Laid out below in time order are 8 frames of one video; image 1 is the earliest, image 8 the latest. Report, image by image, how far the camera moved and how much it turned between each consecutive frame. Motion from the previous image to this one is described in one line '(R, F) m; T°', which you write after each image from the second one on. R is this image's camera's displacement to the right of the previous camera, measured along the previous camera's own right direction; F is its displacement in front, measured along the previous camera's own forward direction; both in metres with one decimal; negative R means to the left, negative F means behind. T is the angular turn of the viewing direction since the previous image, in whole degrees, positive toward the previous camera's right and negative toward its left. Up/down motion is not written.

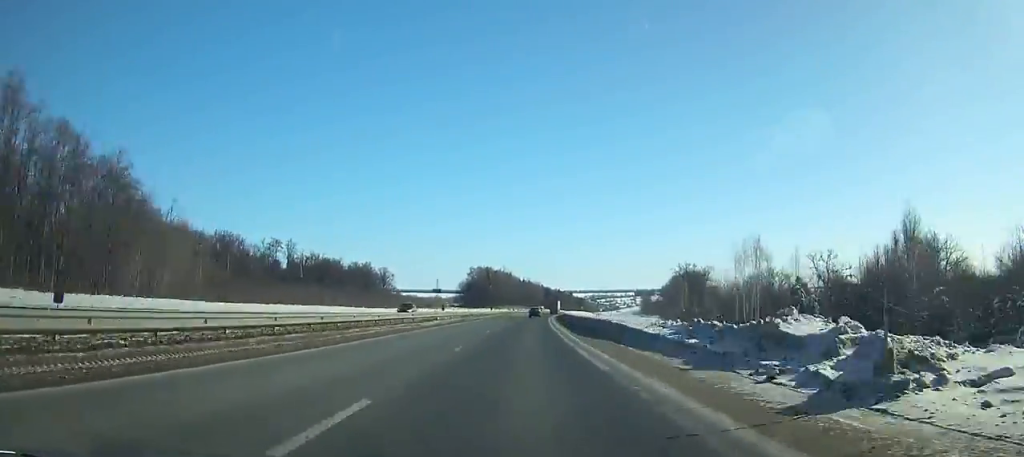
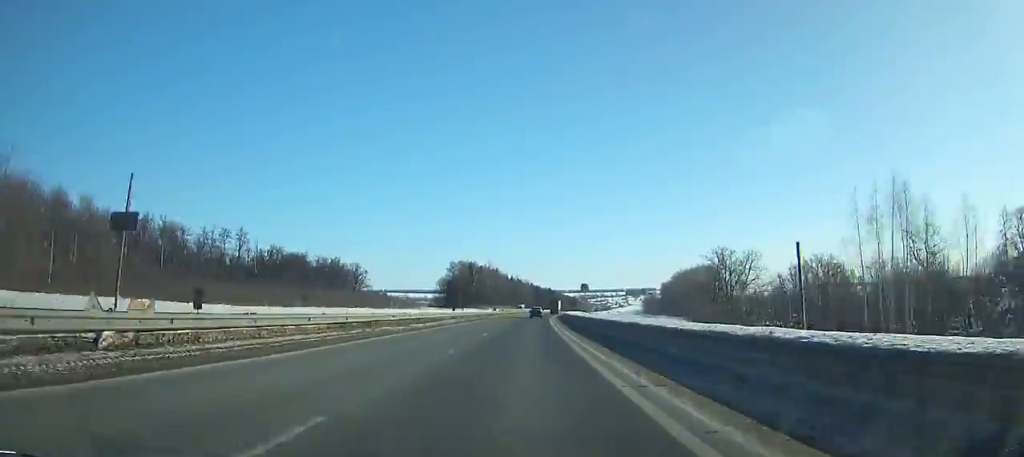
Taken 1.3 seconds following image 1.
(+0.5, +36.8) m; +1°
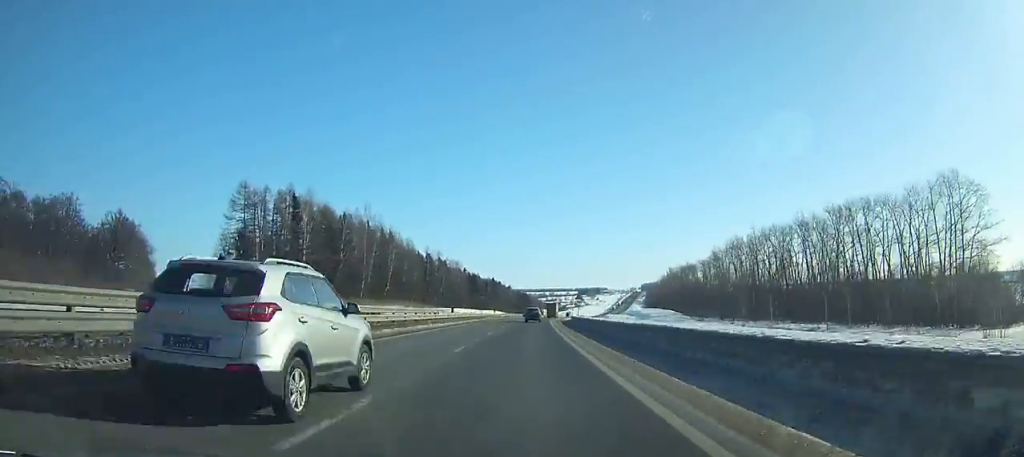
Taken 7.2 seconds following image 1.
(+8.2, +164.3) m; +6°
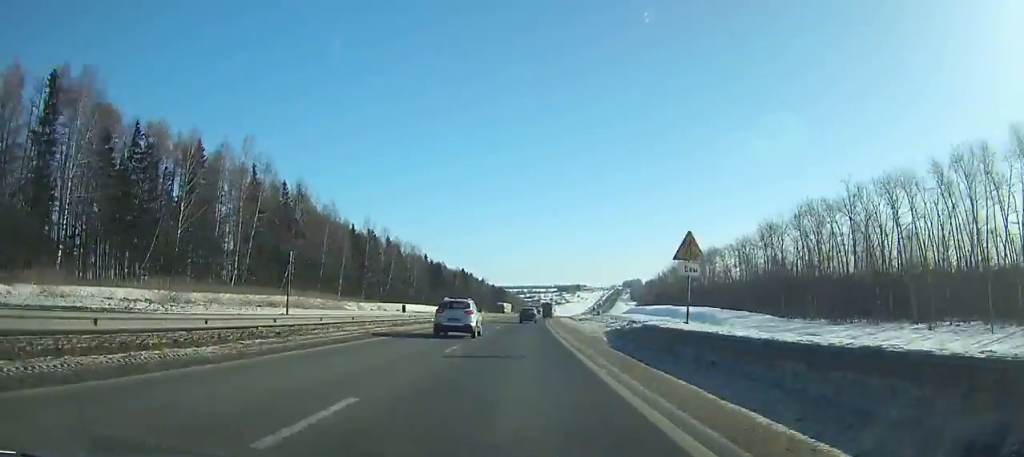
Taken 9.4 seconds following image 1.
(+1.0, +60.1) m; +2°
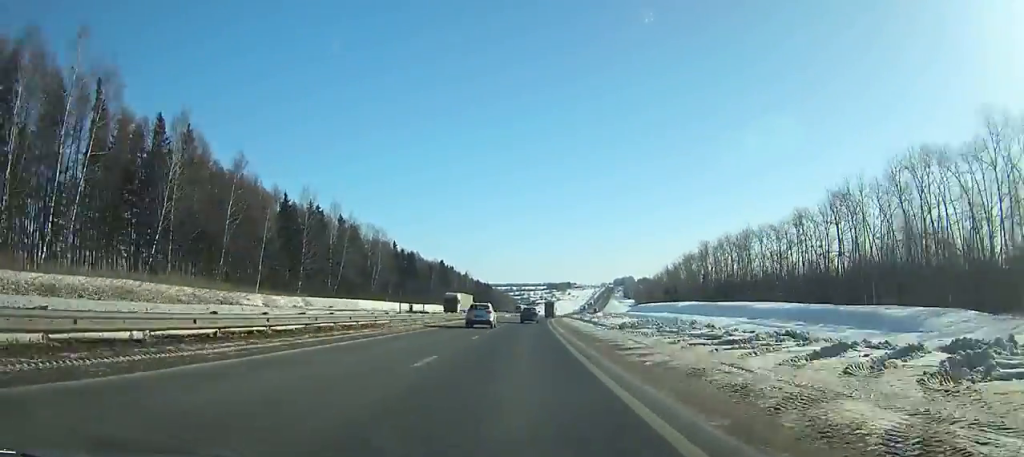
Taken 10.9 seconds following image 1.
(+0.4, +40.7) m; +1°
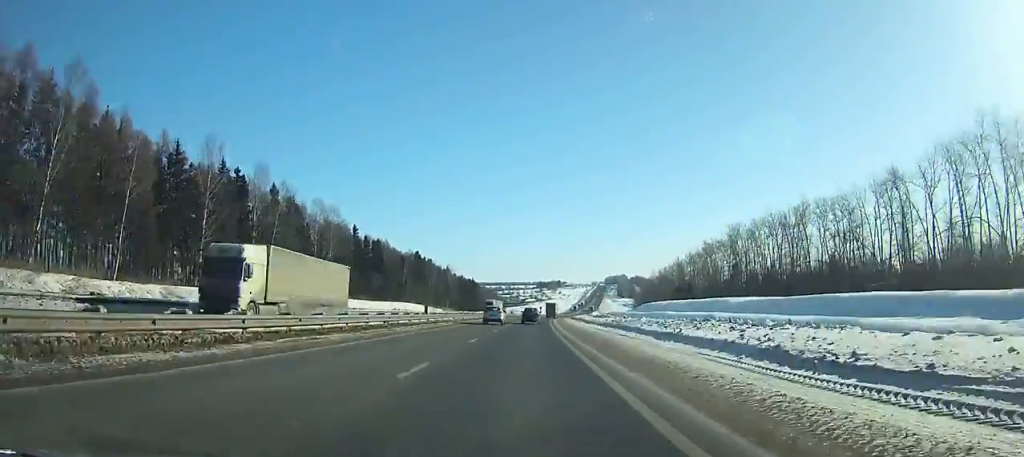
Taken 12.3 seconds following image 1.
(+0.5, +37.7) m; +1°
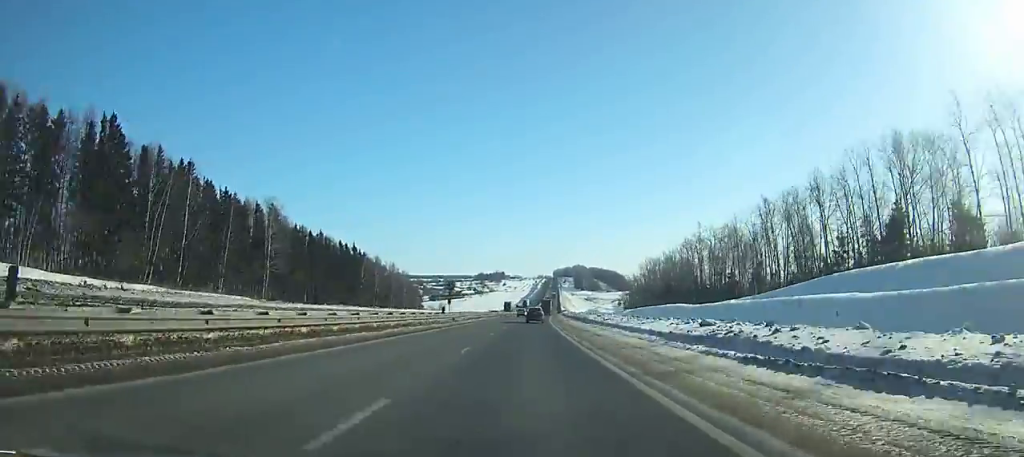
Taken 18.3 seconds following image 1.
(+7.6, +161.1) m; +6°
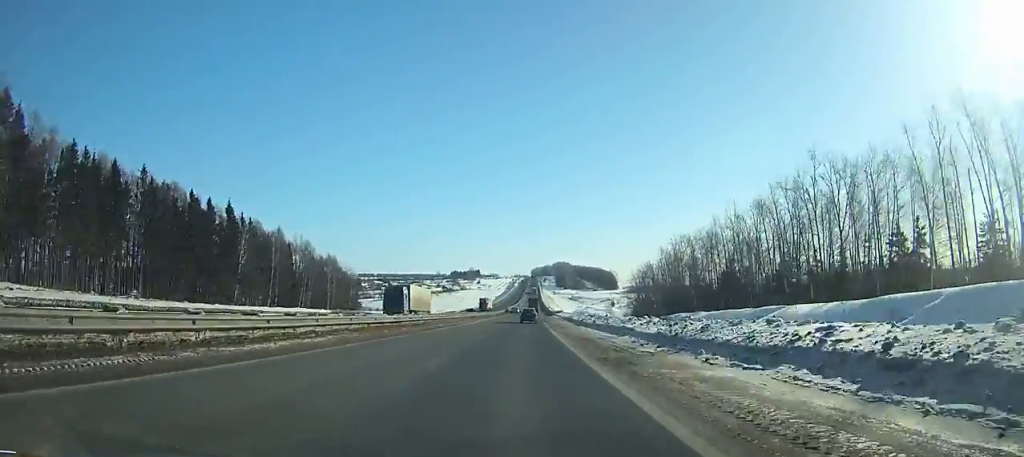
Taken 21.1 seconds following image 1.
(+1.6, +75.6) m; +2°
